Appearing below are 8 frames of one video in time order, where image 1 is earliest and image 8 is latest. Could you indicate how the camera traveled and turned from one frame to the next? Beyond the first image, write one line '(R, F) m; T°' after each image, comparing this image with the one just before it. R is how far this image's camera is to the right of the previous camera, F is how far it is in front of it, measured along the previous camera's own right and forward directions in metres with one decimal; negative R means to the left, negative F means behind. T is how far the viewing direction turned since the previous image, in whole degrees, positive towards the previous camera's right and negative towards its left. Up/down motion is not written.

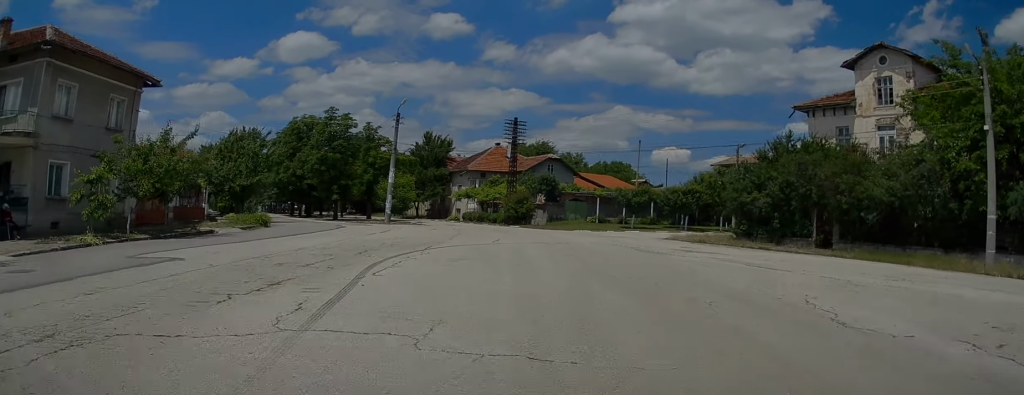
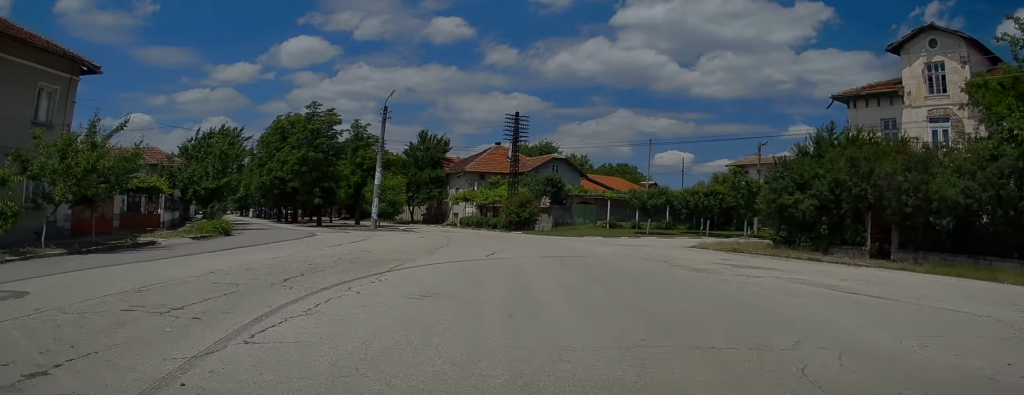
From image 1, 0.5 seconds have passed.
(0.0, +5.0) m; 0°
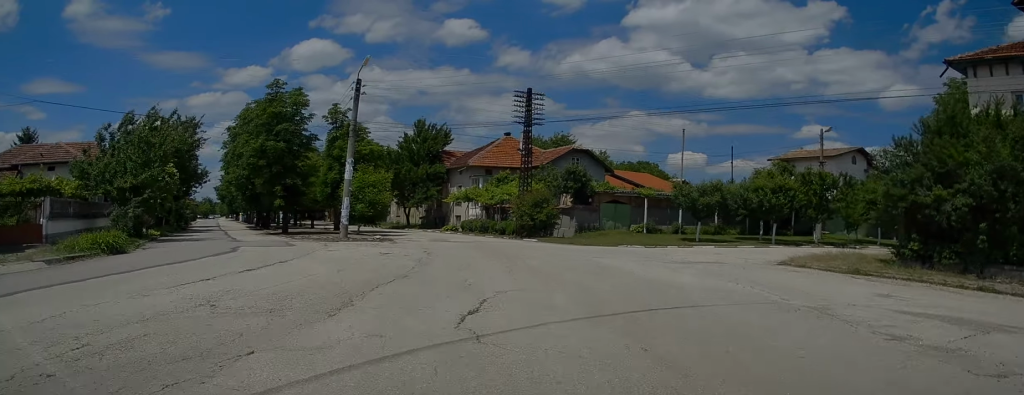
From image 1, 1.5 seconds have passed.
(0.0, +9.5) m; -2°
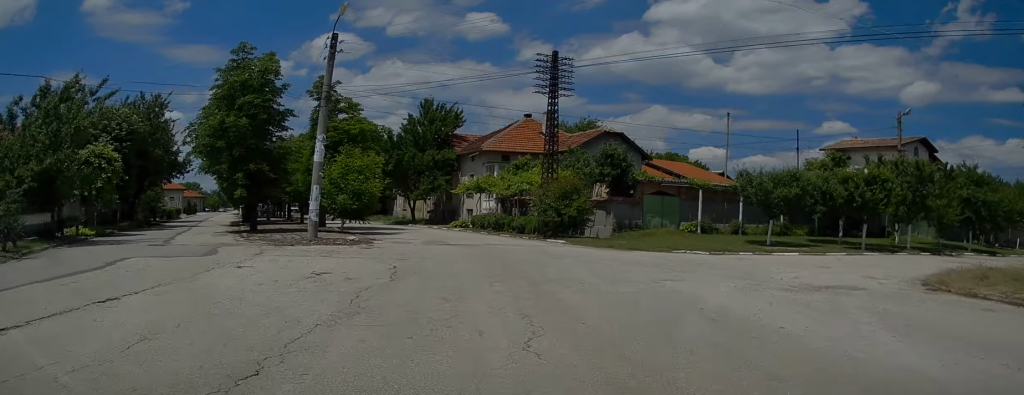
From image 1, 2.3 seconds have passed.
(-0.1, +7.4) m; -3°
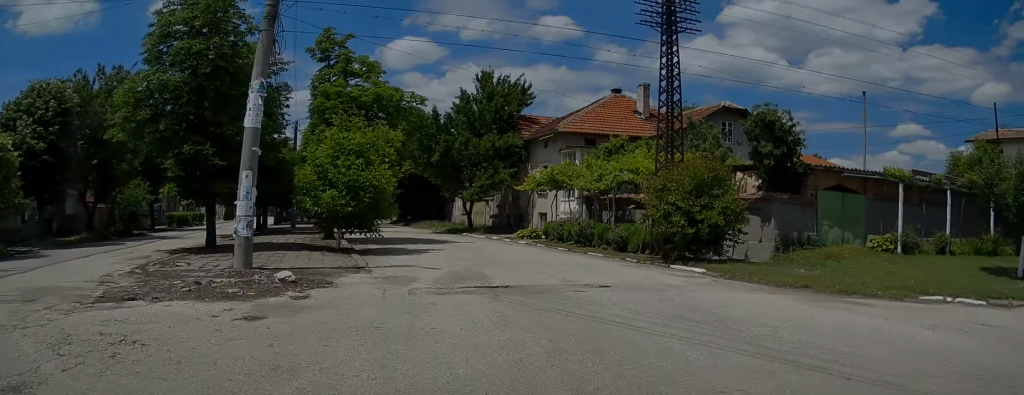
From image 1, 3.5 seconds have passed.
(-0.7, +11.3) m; -8°
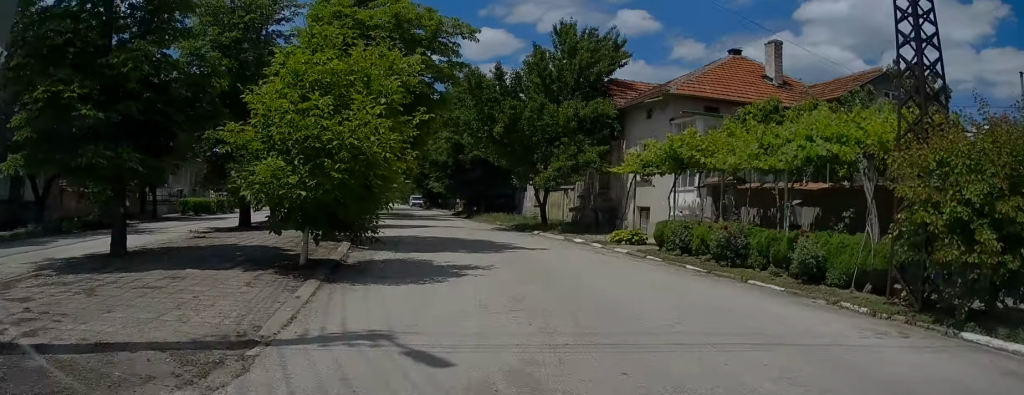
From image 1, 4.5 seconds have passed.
(-0.6, +8.9) m; -6°
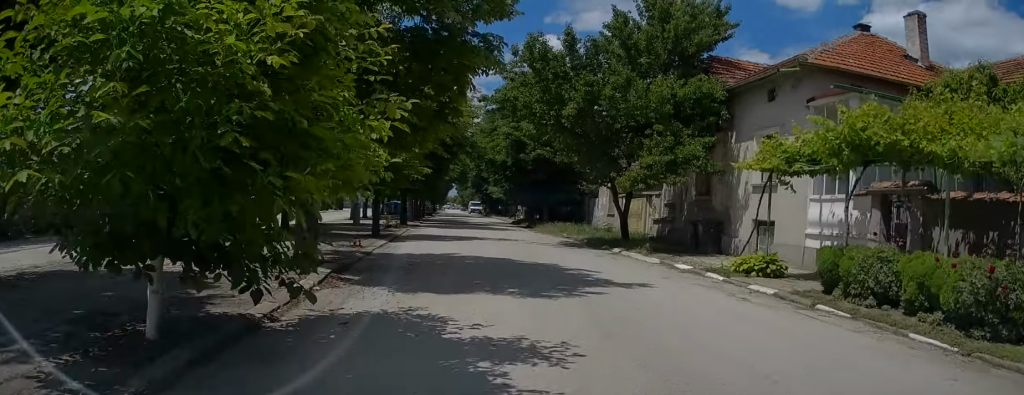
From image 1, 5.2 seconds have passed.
(-0.1, +6.4) m; -3°
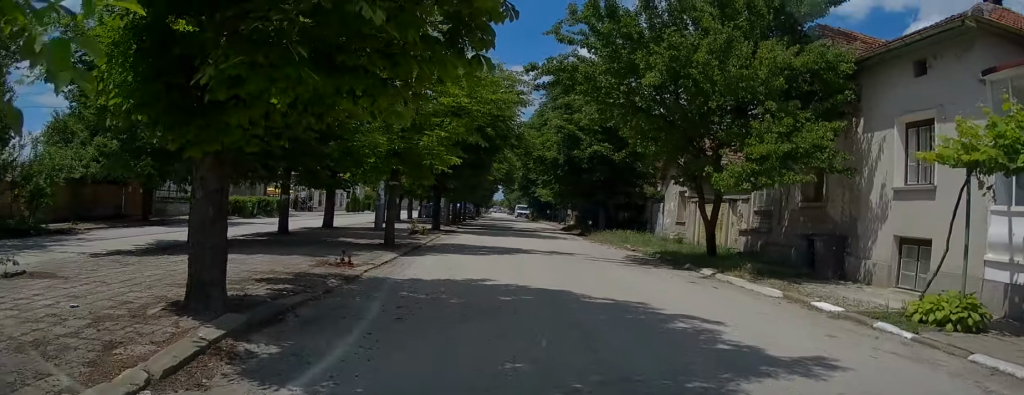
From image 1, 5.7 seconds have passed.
(-0.2, +5.2) m; -1°
